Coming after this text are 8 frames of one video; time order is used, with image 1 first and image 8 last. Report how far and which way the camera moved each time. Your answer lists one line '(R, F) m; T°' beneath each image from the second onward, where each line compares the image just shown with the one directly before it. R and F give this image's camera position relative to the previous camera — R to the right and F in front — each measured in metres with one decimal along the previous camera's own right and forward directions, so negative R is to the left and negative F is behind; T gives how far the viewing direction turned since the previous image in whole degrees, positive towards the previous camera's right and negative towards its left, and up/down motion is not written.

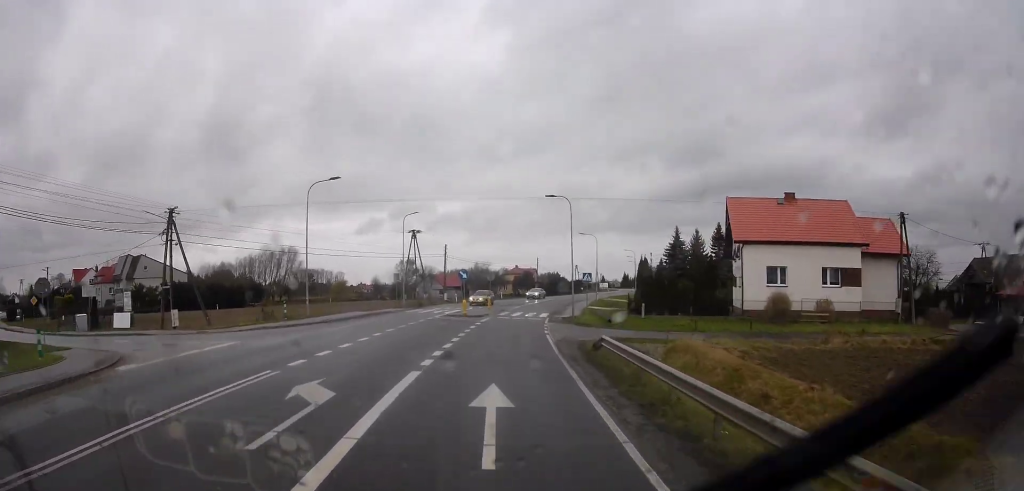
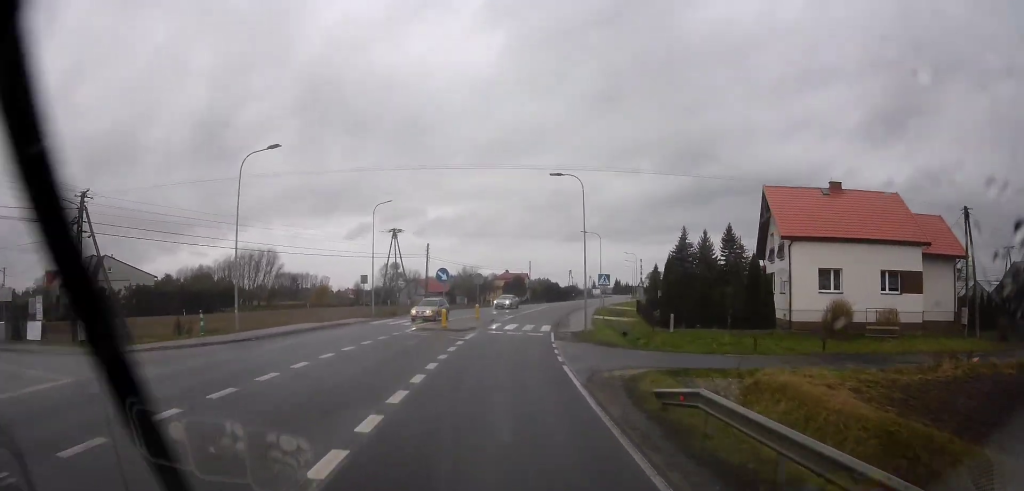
(0.0, +8.1) m; 0°
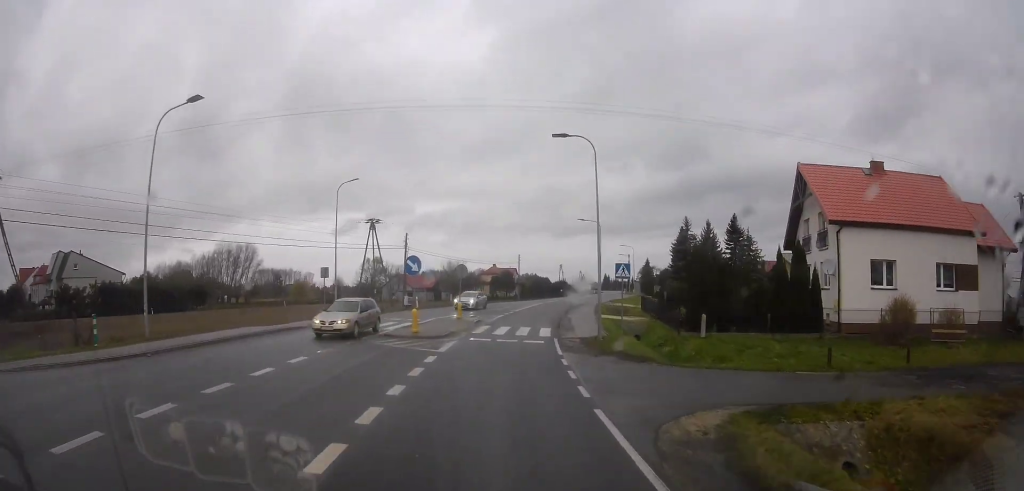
(0.0, +5.7) m; -1°
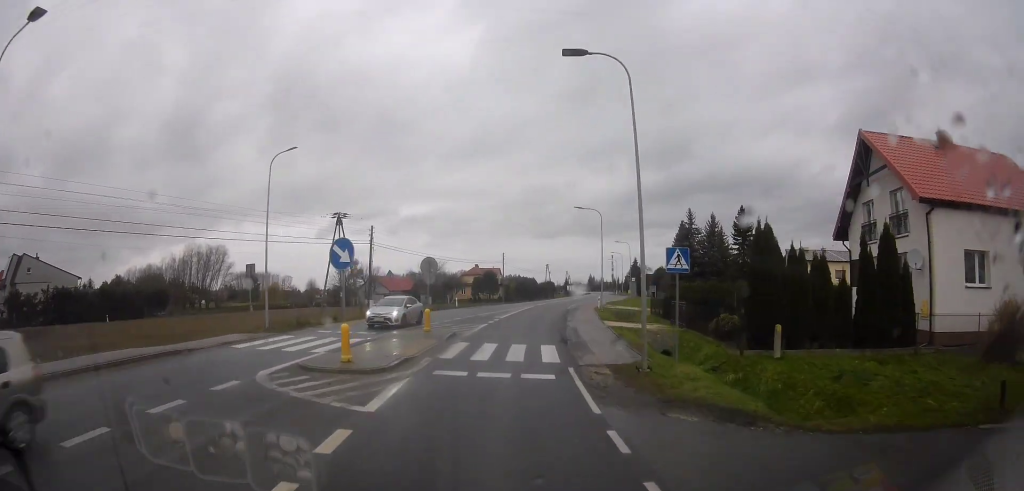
(+0.1, +7.5) m; -1°
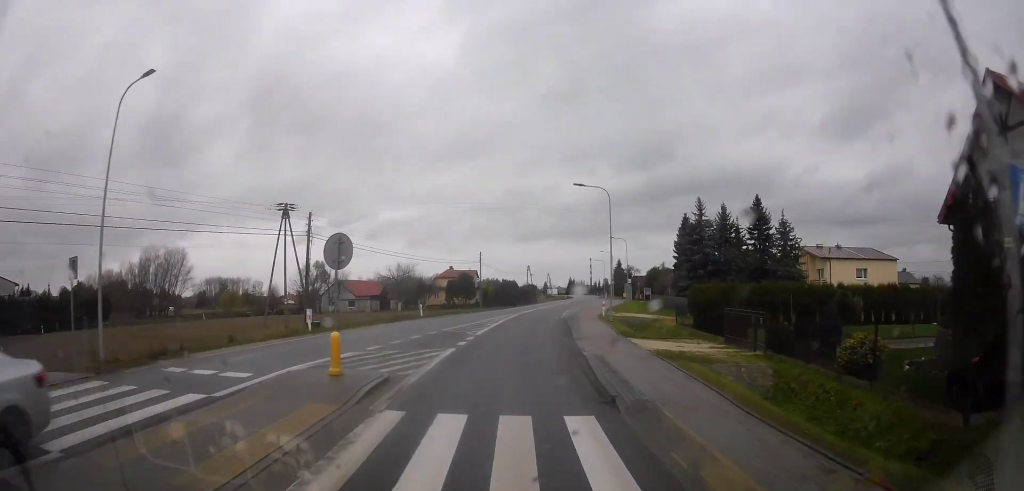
(-0.4, +9.6) m; +3°
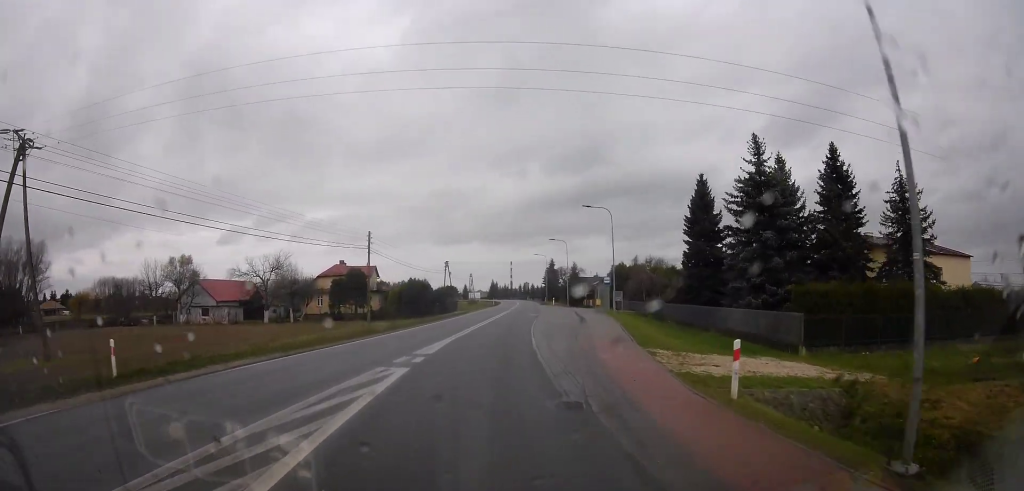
(+3.1, +27.7) m; +14°
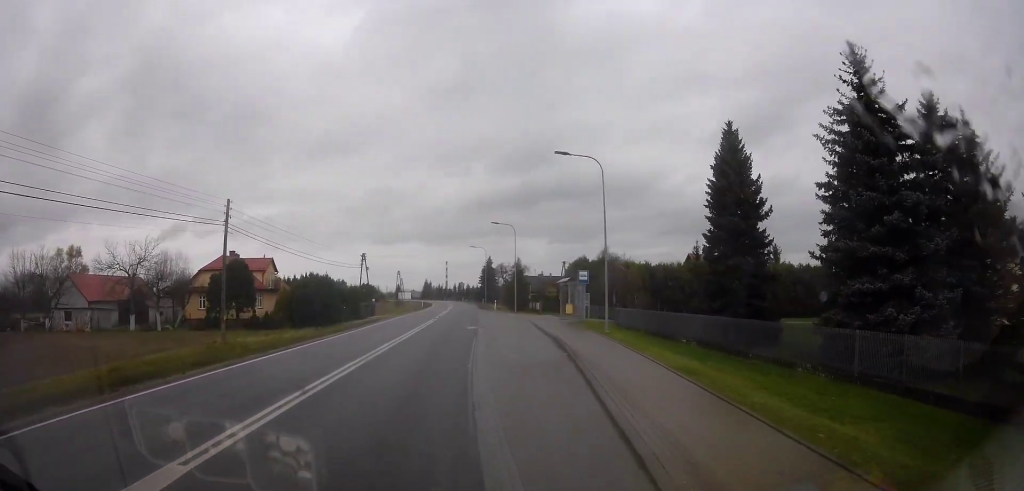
(+1.1, +18.8) m; +7°
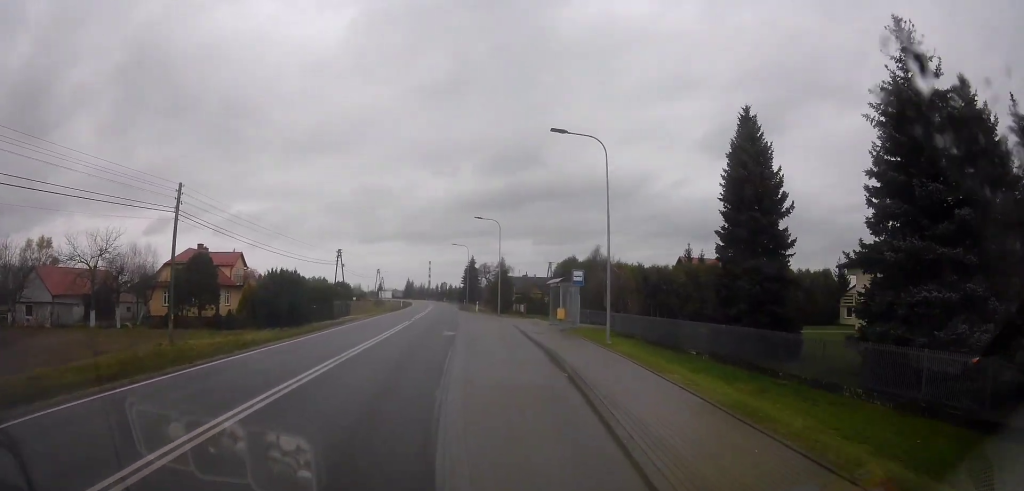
(-0.1, +4.2) m; +2°
